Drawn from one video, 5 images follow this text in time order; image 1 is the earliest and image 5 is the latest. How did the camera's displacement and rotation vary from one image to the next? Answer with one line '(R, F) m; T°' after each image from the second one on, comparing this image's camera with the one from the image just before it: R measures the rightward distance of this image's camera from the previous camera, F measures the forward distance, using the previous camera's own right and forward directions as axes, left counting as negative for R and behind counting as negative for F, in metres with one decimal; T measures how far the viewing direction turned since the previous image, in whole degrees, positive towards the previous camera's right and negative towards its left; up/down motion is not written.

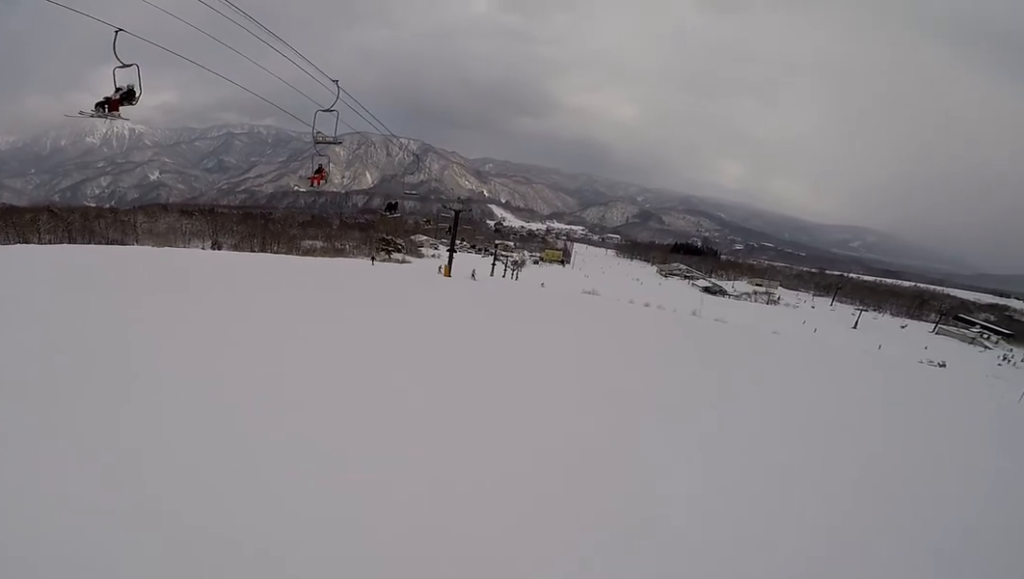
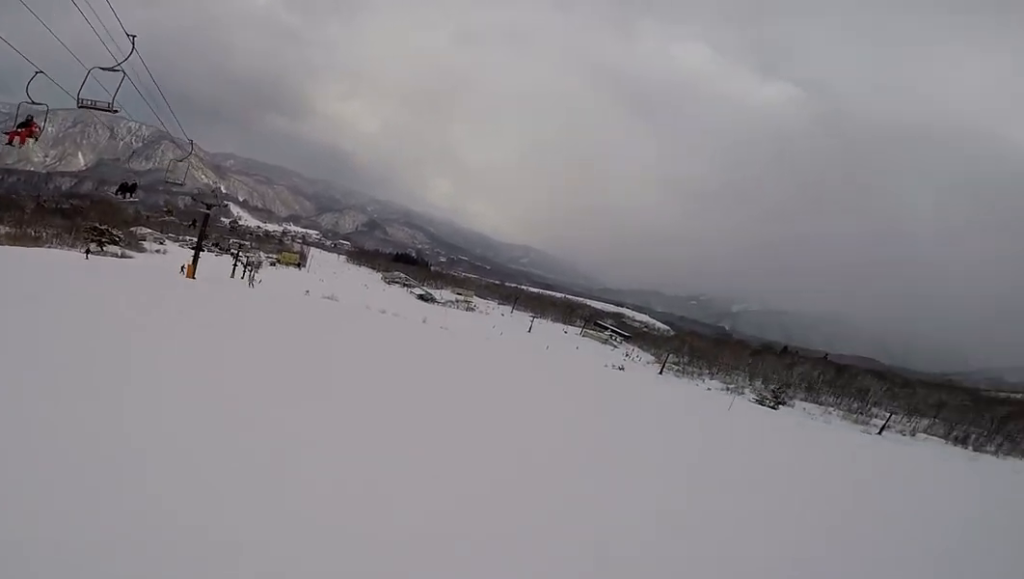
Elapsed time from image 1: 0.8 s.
(+0.8, +4.1) m; +21°
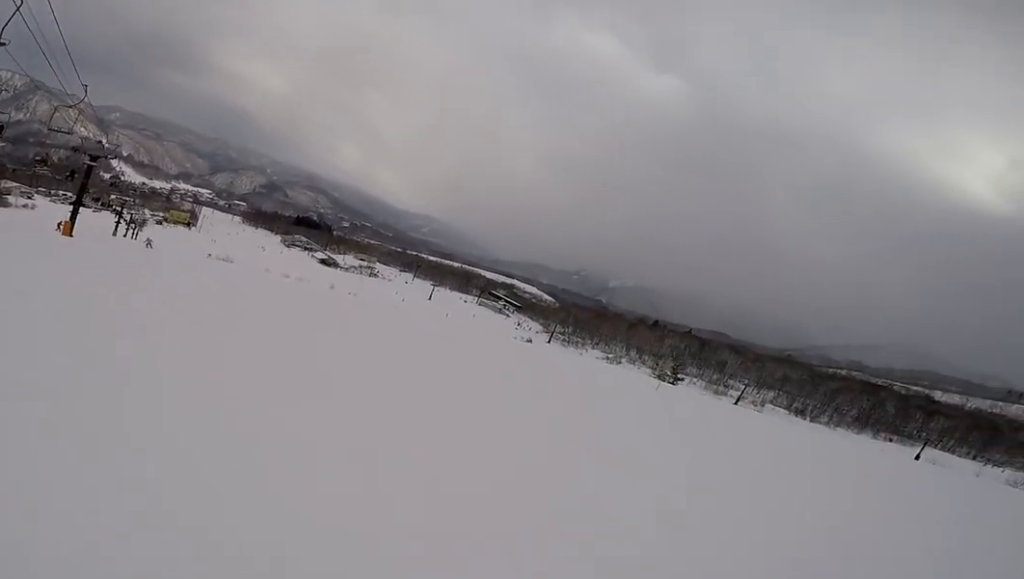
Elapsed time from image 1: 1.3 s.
(+0.3, +2.2) m; +13°
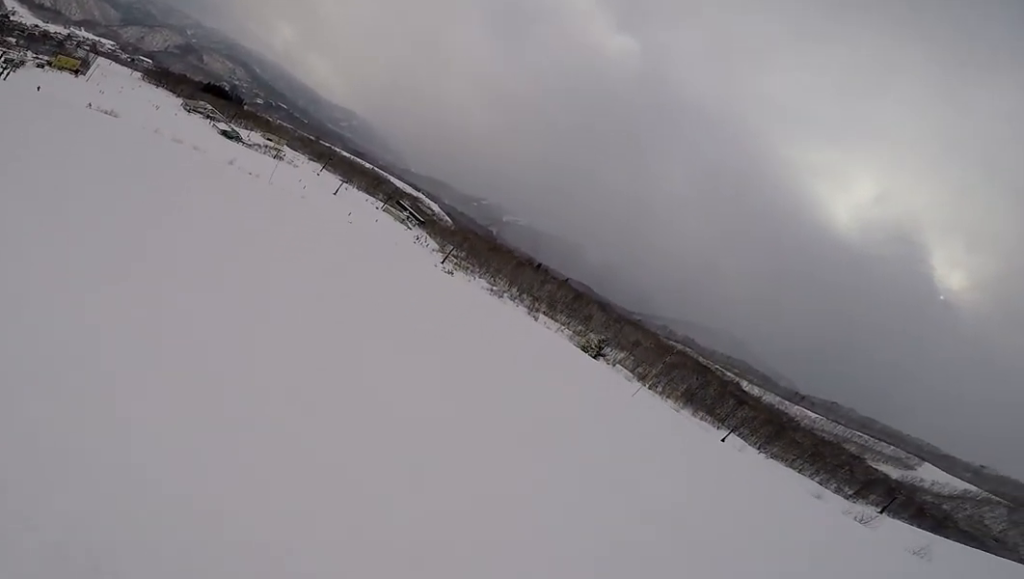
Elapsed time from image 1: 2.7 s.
(+2.4, +6.4) m; +45°
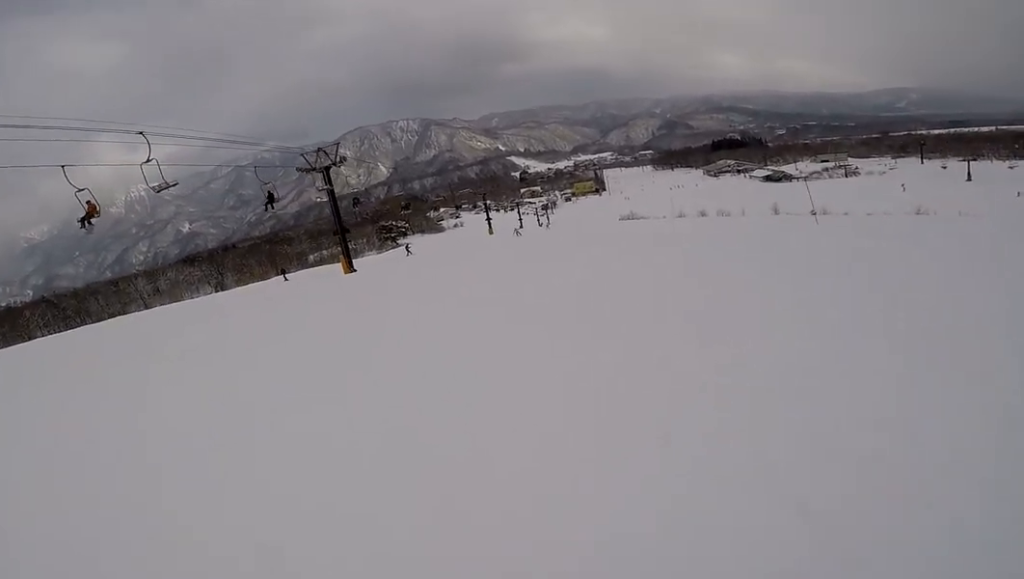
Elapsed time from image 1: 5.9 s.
(-5.4, +12.6) m; -54°
